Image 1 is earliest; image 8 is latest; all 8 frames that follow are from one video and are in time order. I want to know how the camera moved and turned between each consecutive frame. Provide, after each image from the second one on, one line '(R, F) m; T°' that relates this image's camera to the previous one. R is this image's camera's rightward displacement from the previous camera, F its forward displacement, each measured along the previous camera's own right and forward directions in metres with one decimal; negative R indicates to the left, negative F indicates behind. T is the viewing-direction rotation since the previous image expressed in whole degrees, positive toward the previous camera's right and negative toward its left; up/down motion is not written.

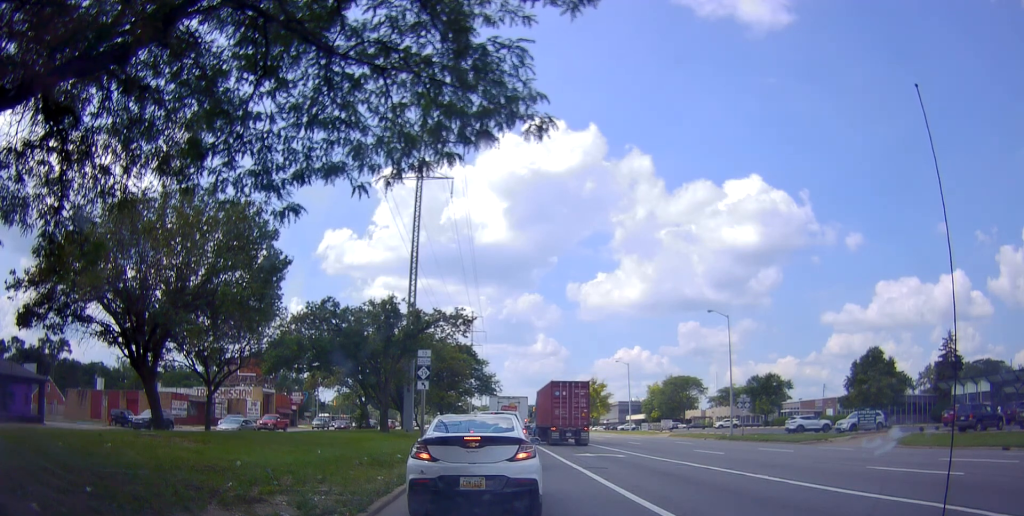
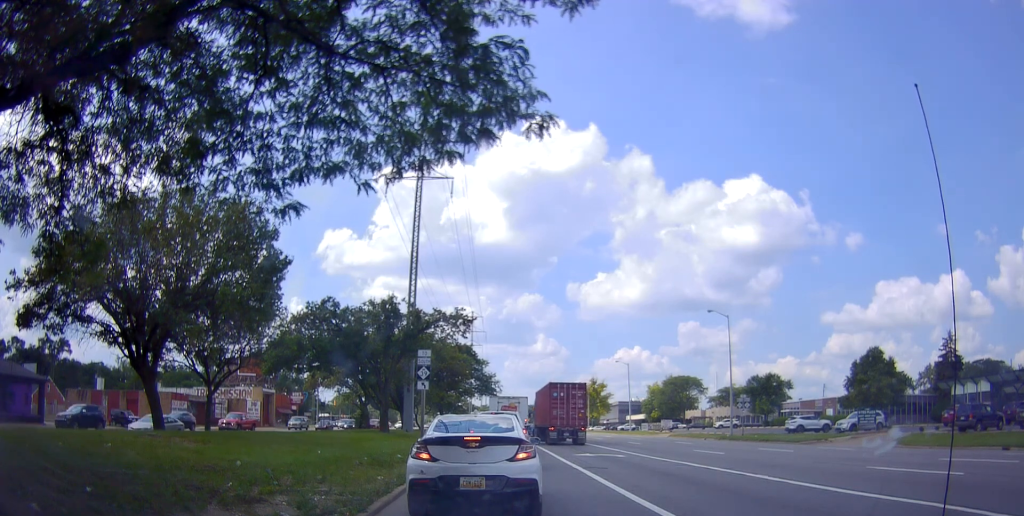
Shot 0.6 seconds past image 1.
(0.0, 0.0) m; 0°
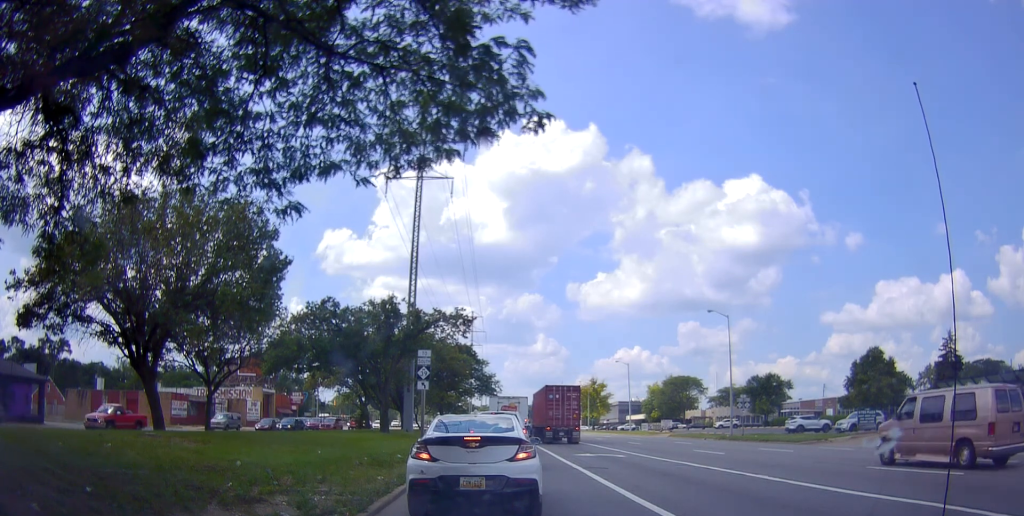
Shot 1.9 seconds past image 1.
(0.0, 0.0) m; 0°
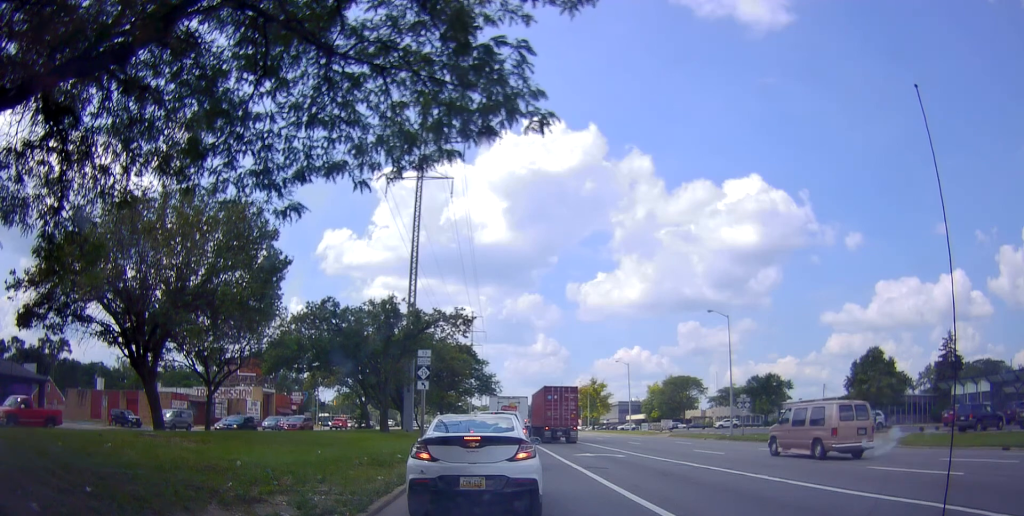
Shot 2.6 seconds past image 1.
(0.0, 0.0) m; 0°
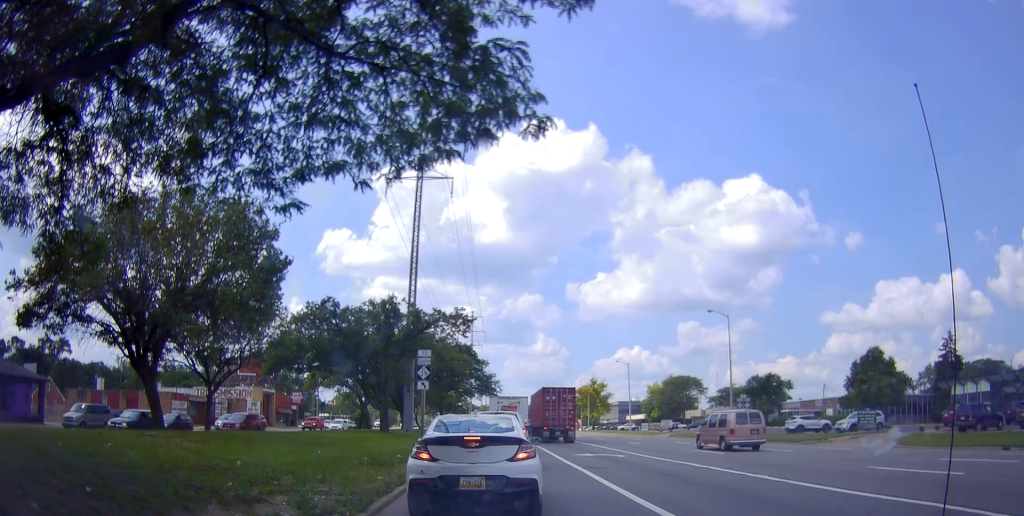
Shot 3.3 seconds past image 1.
(0.0, 0.0) m; 0°
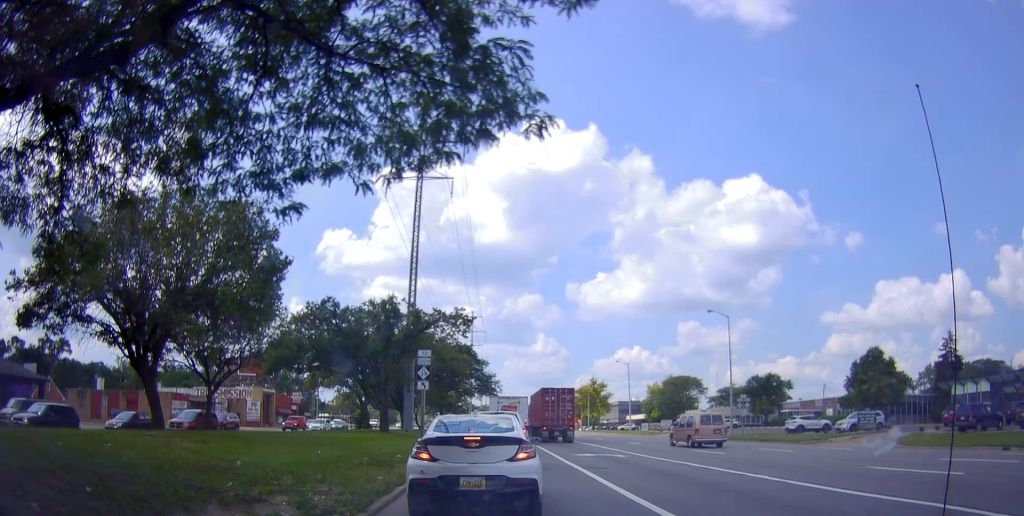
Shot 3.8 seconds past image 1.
(0.0, 0.0) m; 0°
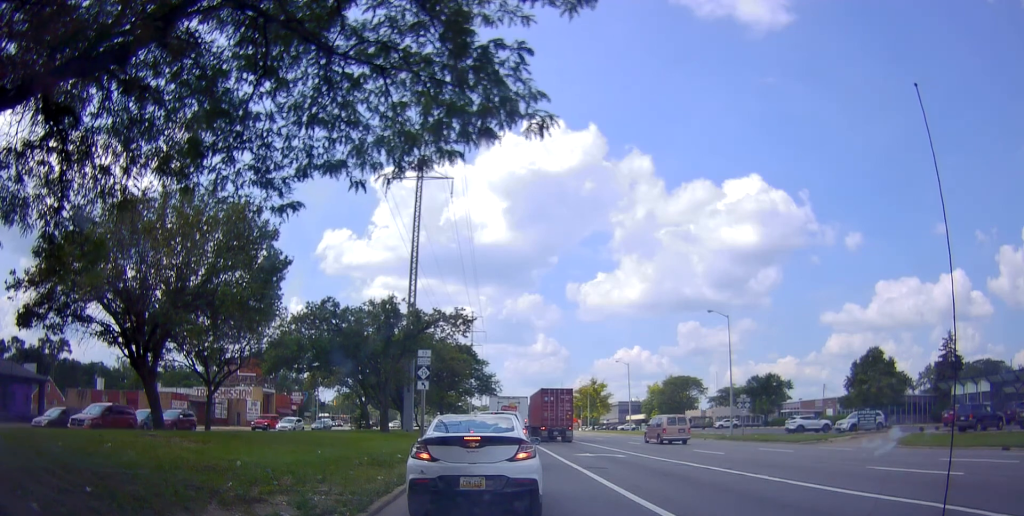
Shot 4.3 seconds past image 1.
(0.0, 0.0) m; 0°
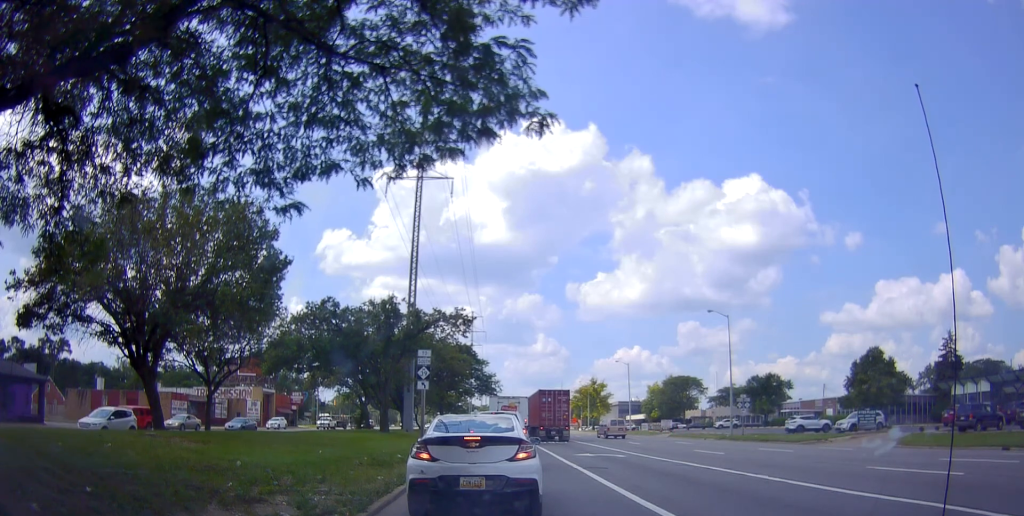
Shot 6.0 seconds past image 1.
(0.0, 0.0) m; 0°
